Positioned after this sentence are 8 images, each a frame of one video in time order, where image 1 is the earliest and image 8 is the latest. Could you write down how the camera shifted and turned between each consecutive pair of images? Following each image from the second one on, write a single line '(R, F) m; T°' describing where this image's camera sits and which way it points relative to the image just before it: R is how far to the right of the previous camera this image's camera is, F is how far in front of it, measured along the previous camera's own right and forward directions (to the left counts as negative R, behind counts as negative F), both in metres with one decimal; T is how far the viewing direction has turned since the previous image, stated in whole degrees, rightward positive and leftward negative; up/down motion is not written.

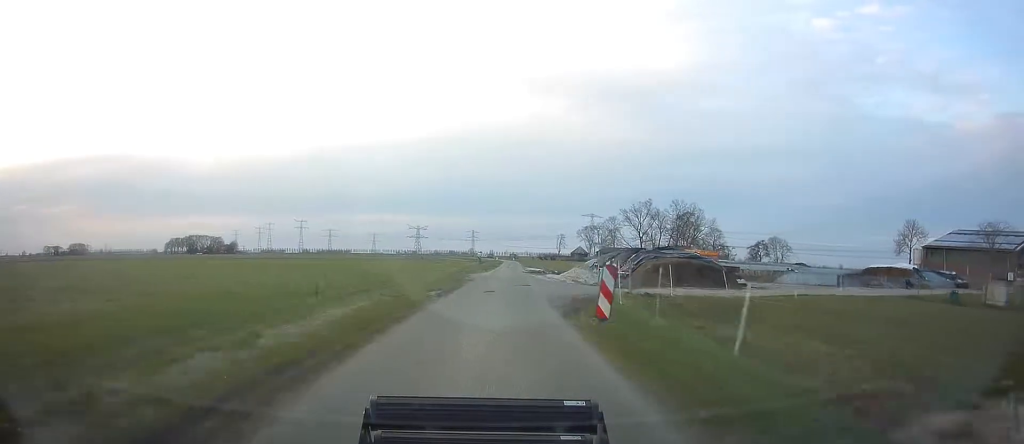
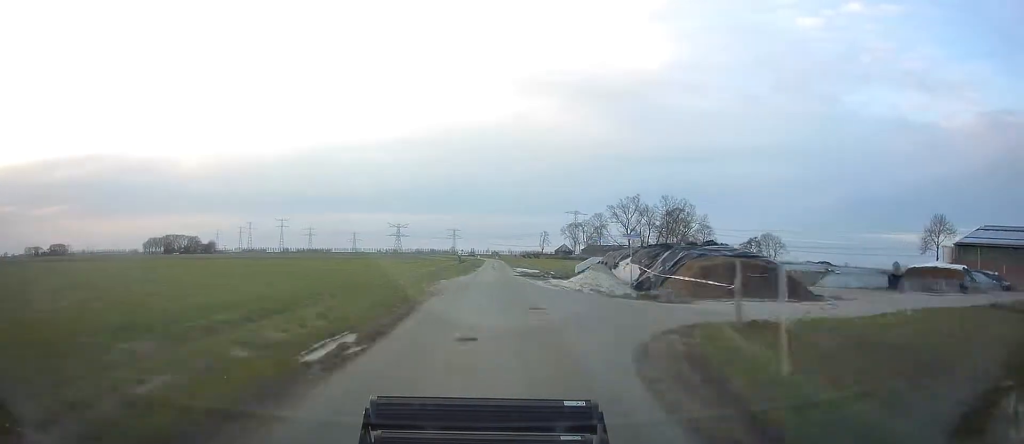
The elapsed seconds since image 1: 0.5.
(+0.1, +11.1) m; +2°
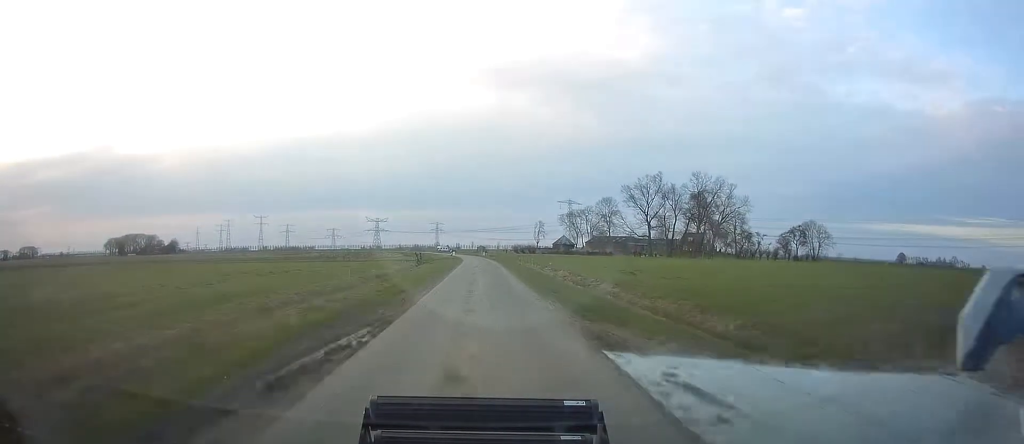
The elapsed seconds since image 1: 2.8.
(+1.5, +55.0) m; +2°
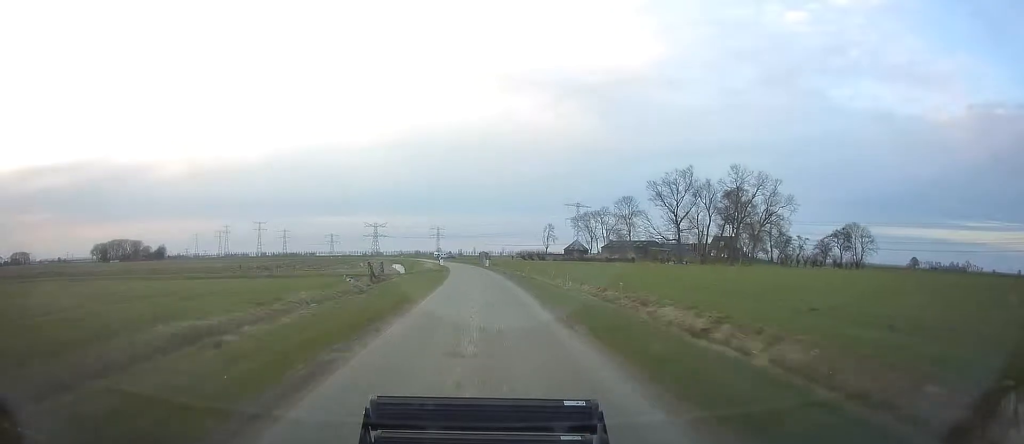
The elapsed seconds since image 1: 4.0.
(0.0, +31.3) m; -1°
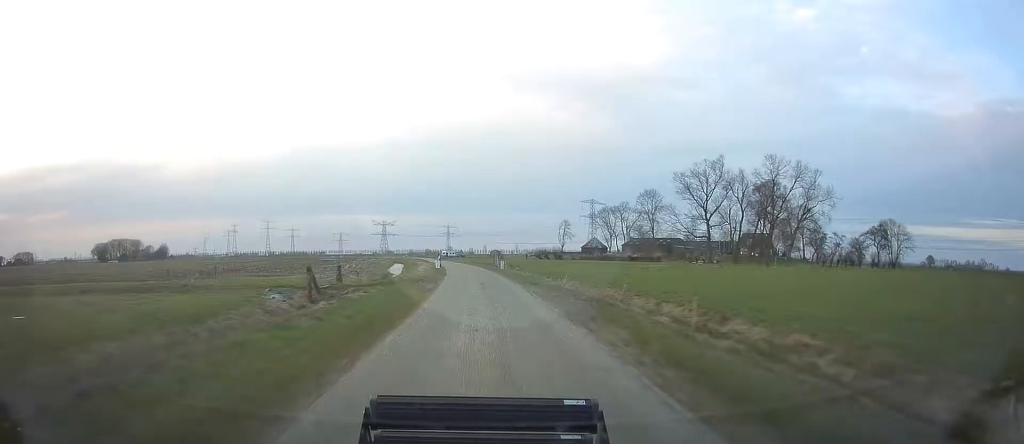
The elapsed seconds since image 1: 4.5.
(+0.1, +15.7) m; -1°
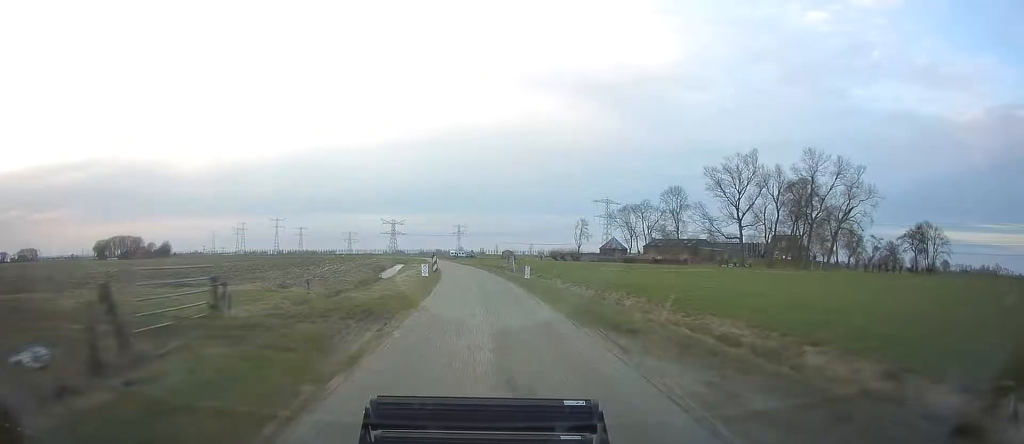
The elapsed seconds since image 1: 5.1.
(-0.3, +15.5) m; -1°
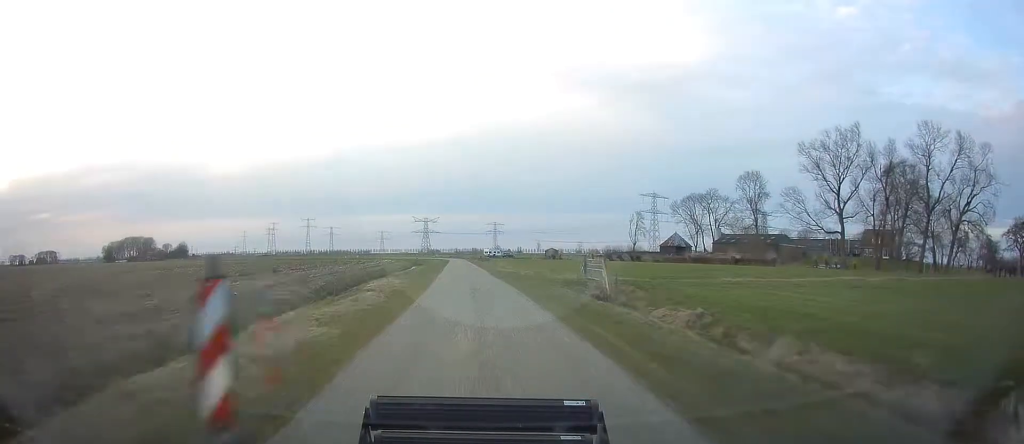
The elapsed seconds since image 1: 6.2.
(-0.8, +33.0) m; -3°
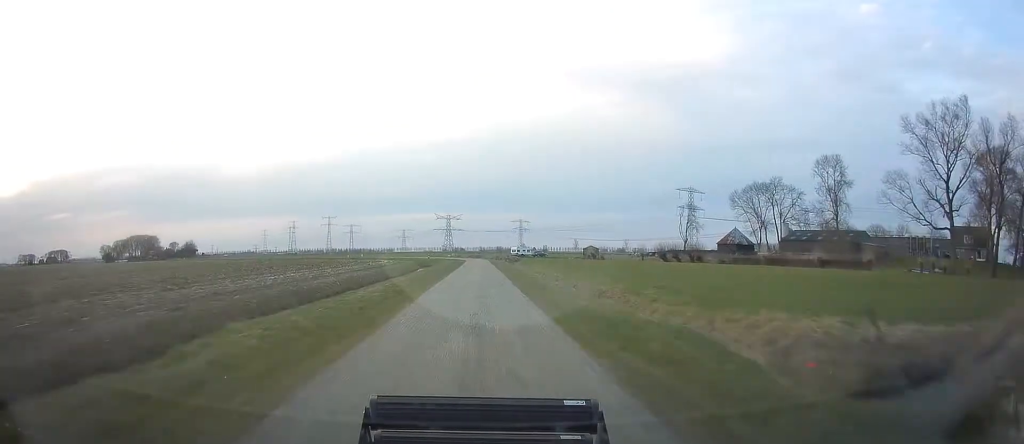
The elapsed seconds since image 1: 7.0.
(-0.5, +27.3) m; -2°
